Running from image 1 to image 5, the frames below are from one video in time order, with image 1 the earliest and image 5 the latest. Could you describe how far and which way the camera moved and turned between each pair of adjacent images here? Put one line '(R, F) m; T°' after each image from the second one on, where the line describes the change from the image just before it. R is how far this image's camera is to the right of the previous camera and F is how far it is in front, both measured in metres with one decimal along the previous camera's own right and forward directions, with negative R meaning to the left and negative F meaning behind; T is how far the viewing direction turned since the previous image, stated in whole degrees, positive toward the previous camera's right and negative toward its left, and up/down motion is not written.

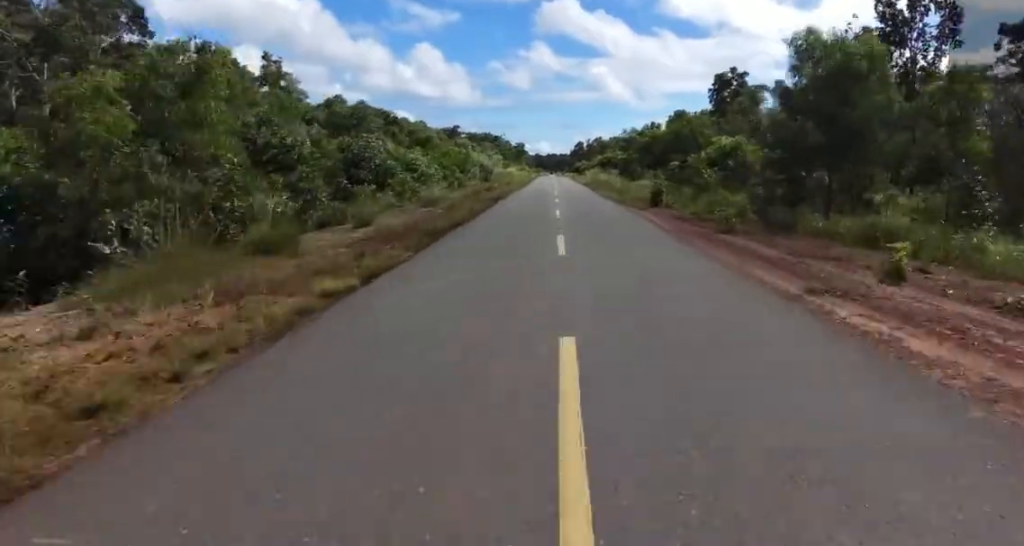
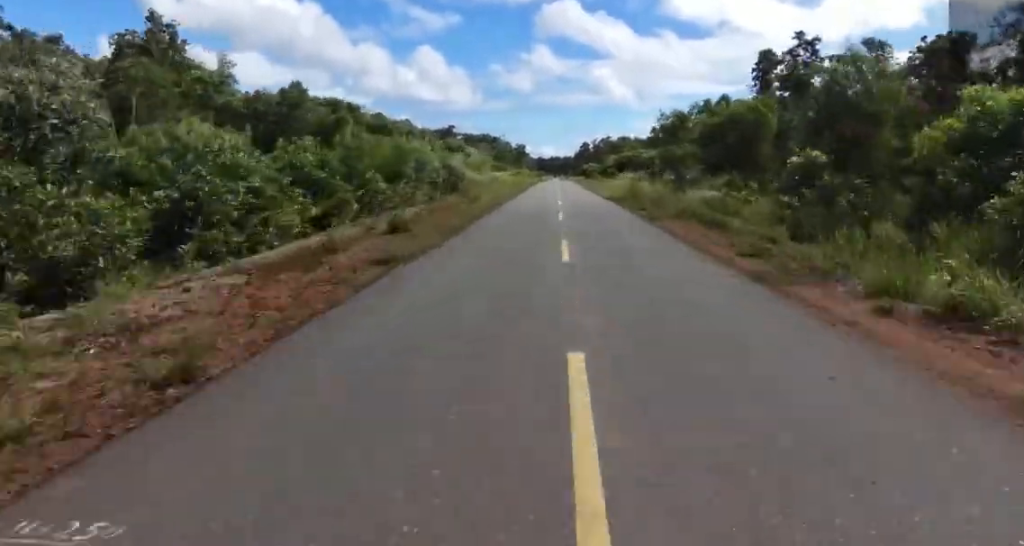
(0.0, +24.7) m; 0°
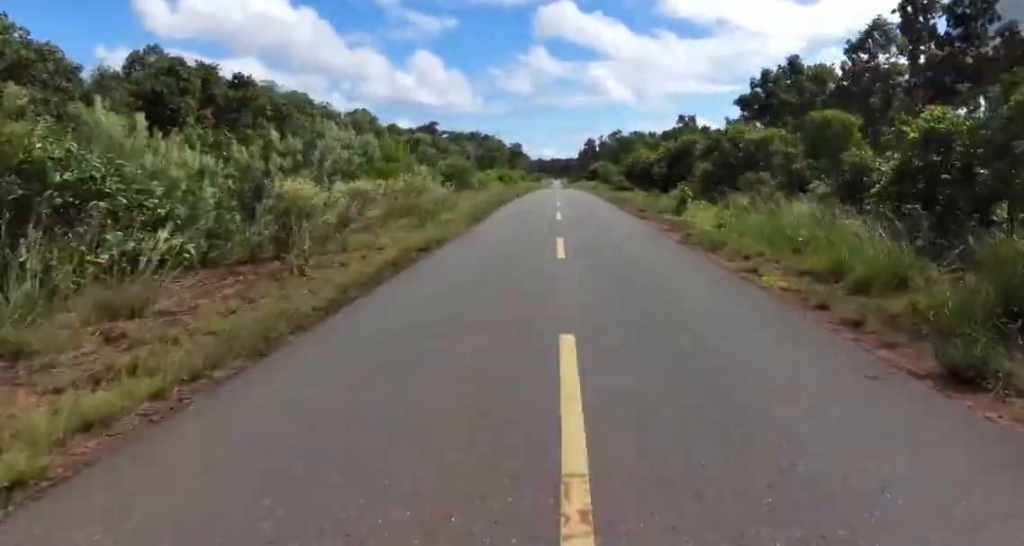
(-0.2, +40.8) m; +1°
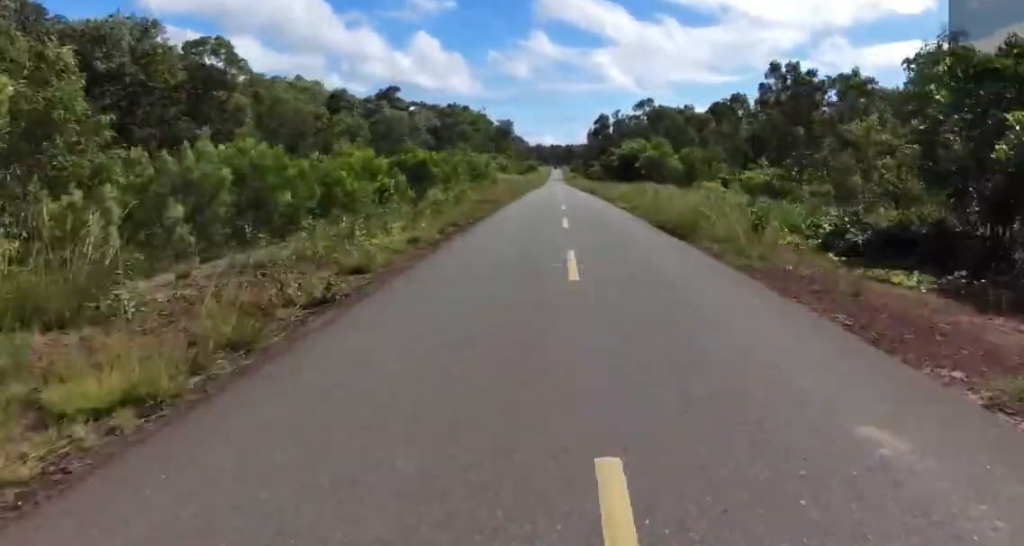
(+0.3, +61.0) m; +1°
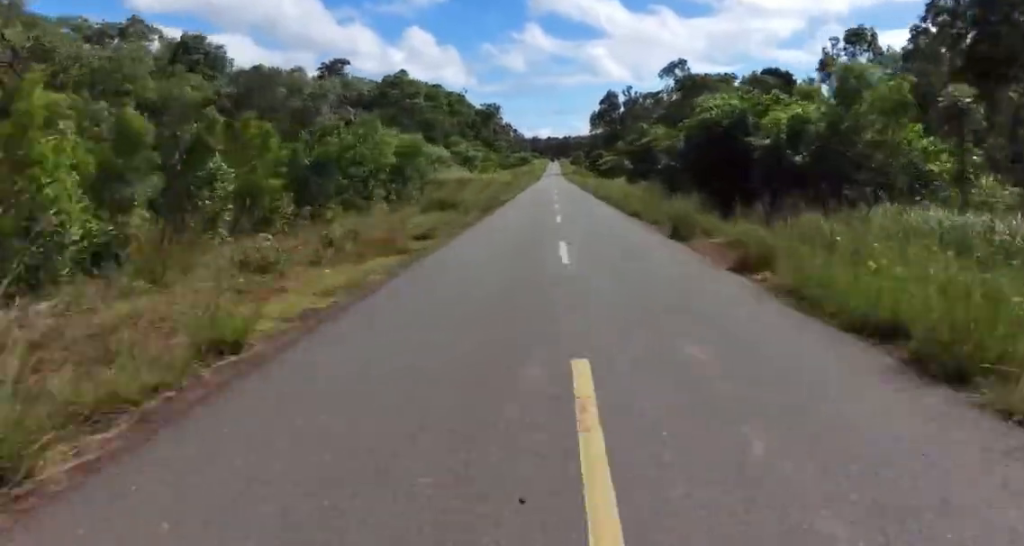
(+0.5, +39.2) m; -2°
